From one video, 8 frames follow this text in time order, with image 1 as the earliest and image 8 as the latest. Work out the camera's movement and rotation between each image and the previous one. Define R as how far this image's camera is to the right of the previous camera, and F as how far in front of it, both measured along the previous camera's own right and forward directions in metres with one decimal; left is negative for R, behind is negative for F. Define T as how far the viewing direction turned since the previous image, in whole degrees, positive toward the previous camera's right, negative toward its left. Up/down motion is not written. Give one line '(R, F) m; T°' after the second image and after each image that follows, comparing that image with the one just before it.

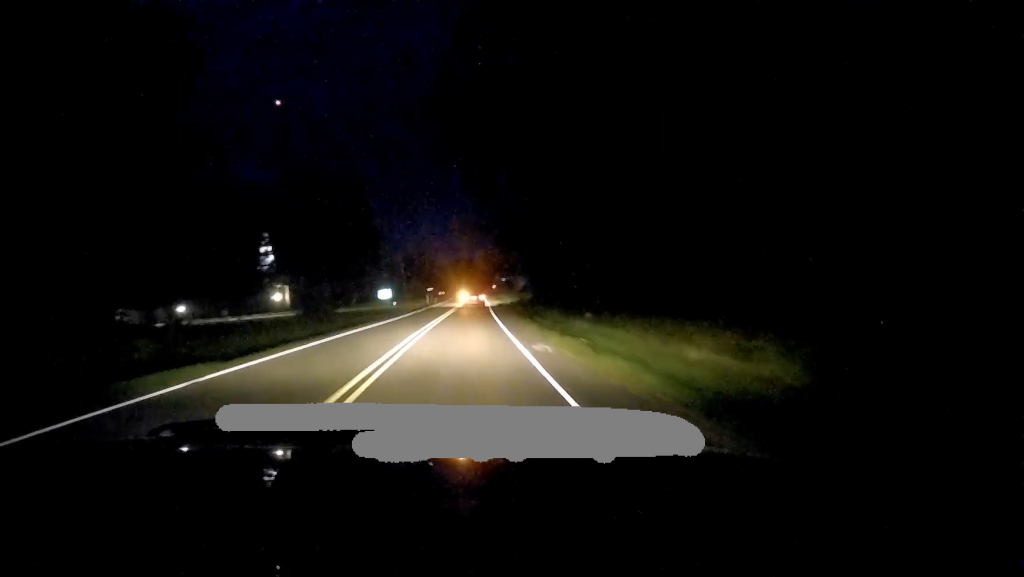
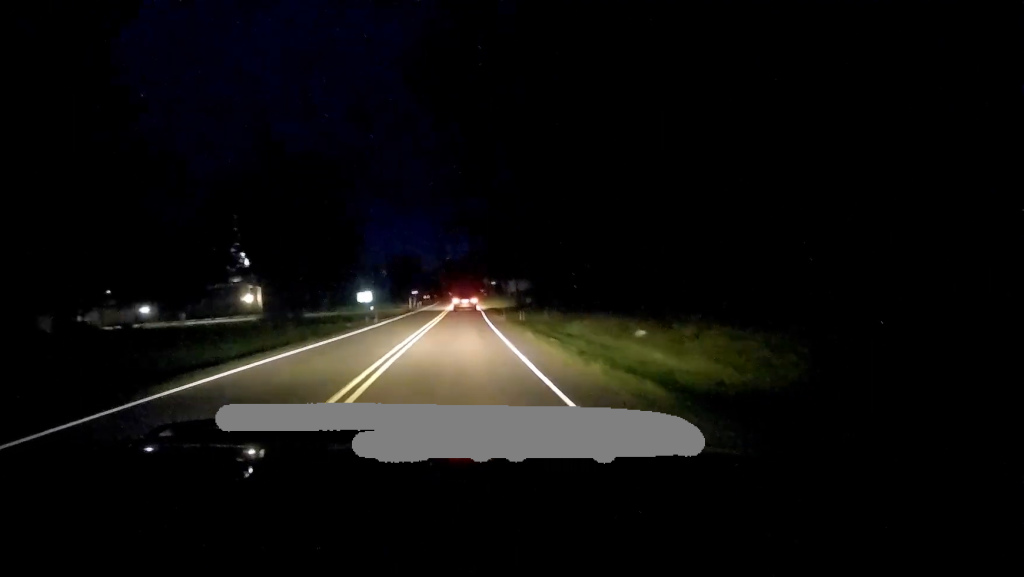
(+0.4, +10.8) m; +1°
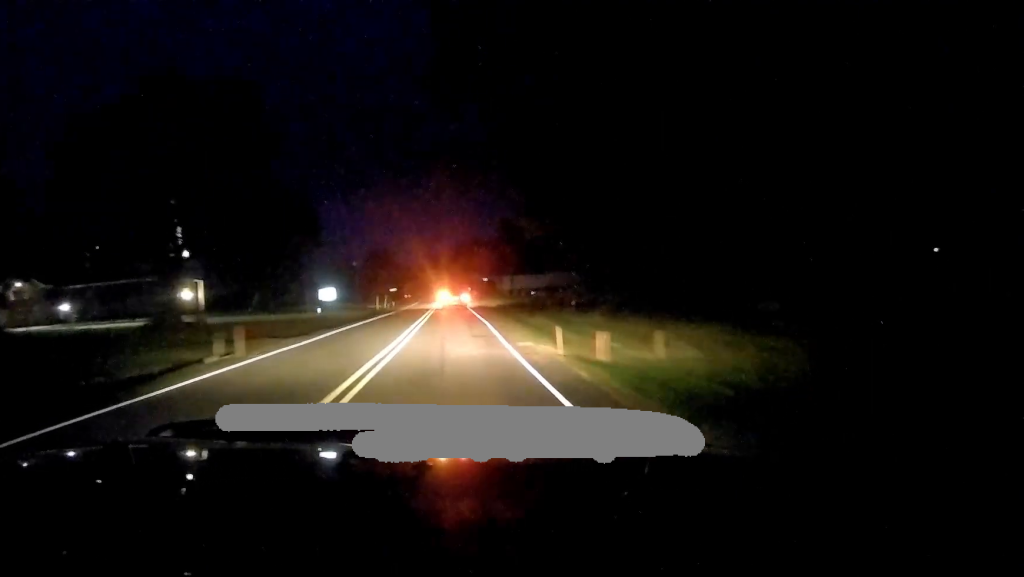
(+0.8, +24.7) m; +2°
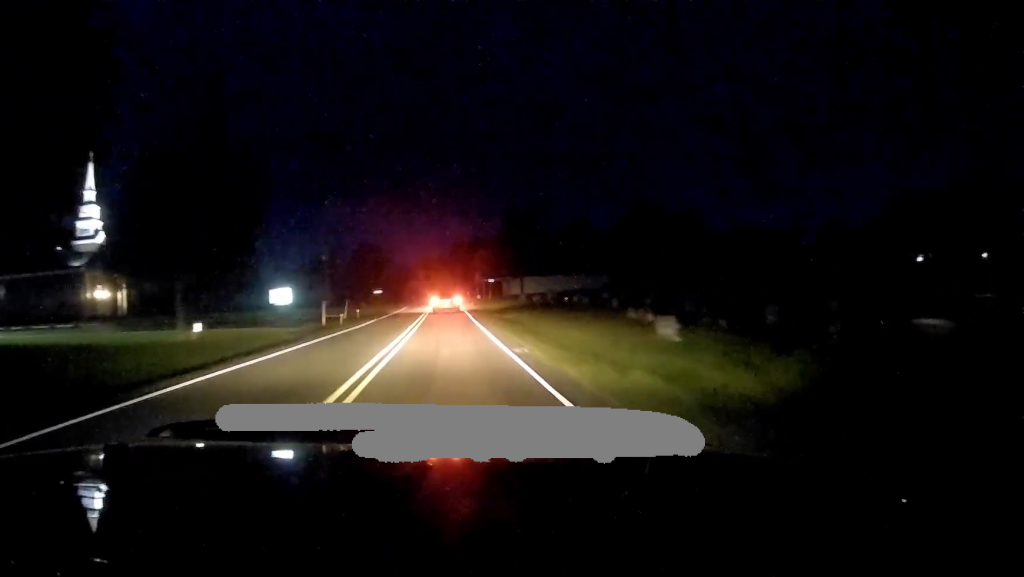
(+0.1, +26.5) m; +2°
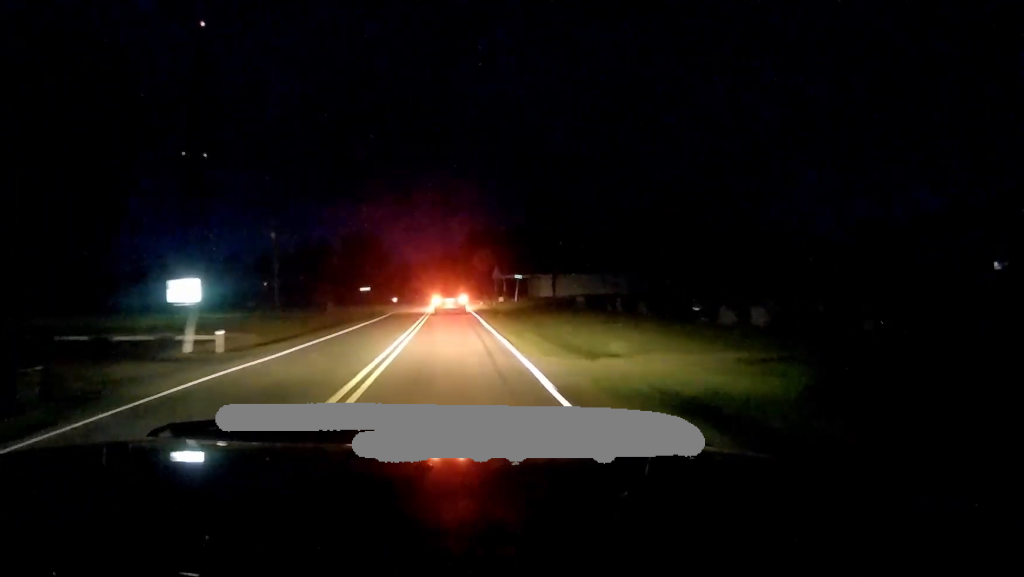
(+0.6, +31.6) m; -1°
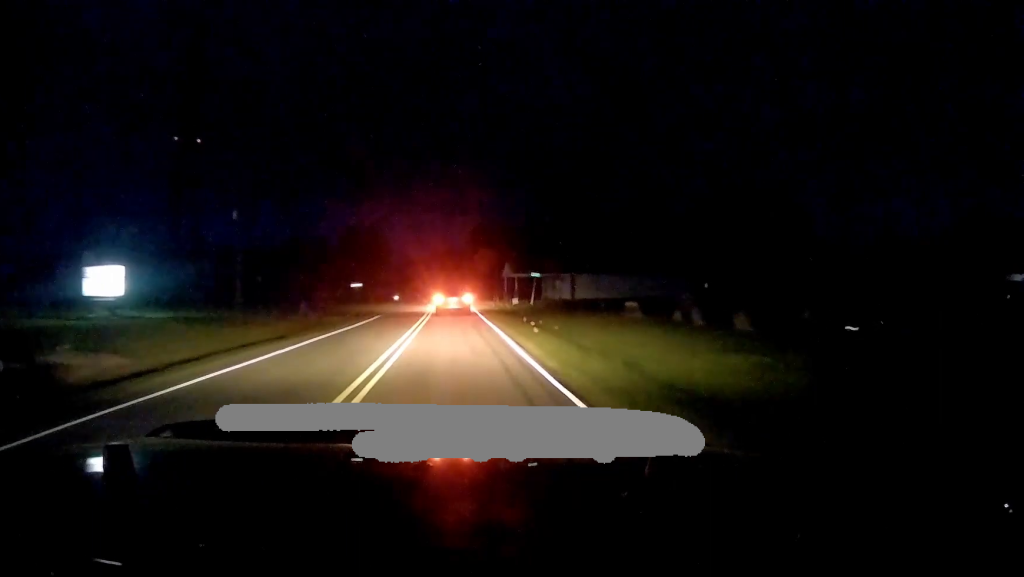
(-0.2, +13.0) m; -1°
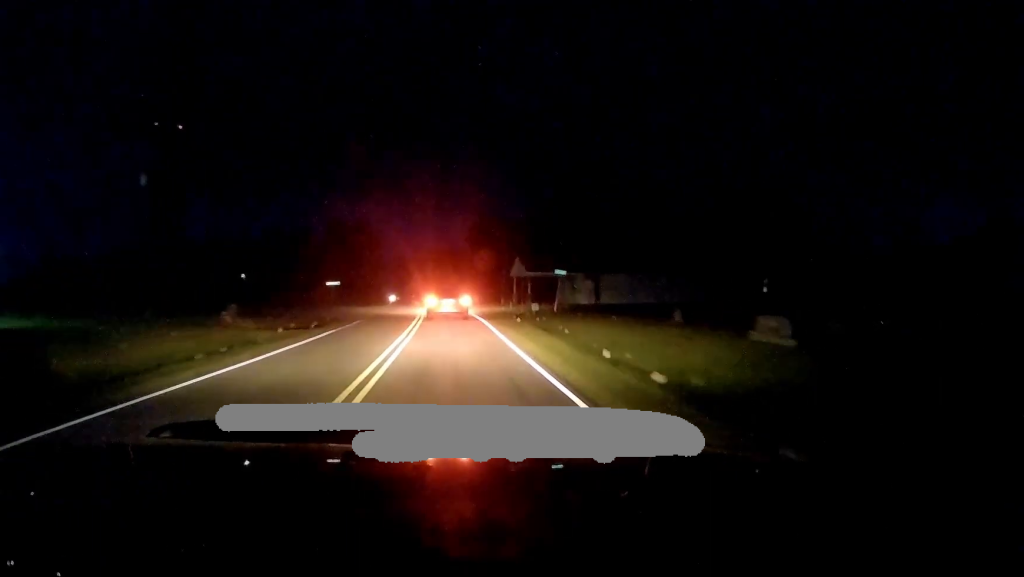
(-0.3, +17.1) m; 0°
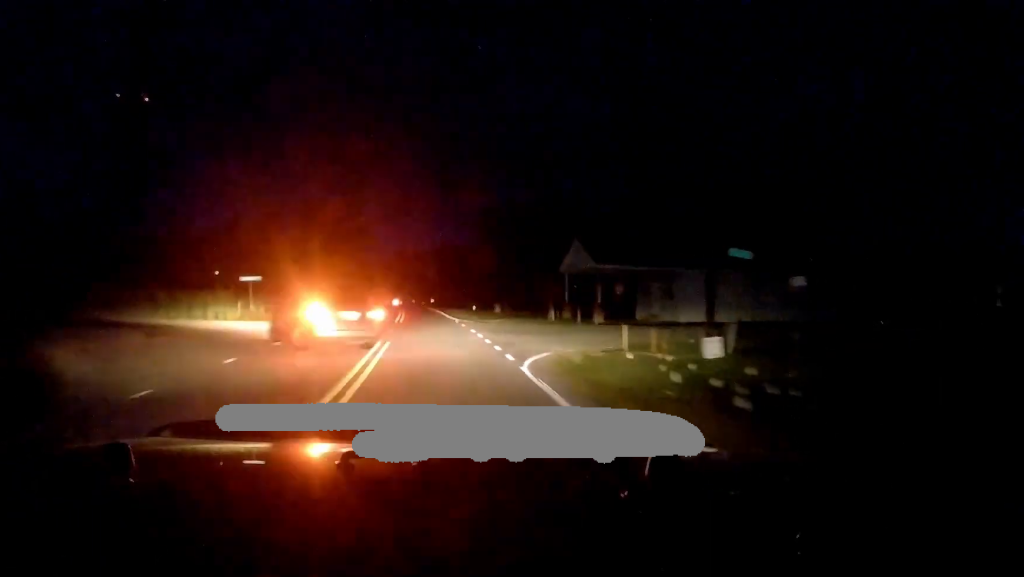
(+1.7, +33.1) m; +2°
